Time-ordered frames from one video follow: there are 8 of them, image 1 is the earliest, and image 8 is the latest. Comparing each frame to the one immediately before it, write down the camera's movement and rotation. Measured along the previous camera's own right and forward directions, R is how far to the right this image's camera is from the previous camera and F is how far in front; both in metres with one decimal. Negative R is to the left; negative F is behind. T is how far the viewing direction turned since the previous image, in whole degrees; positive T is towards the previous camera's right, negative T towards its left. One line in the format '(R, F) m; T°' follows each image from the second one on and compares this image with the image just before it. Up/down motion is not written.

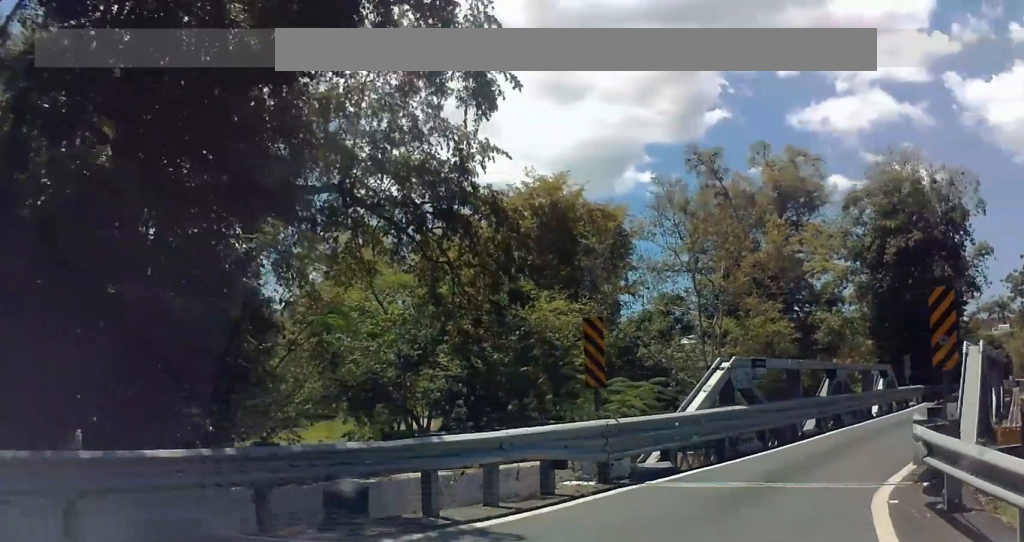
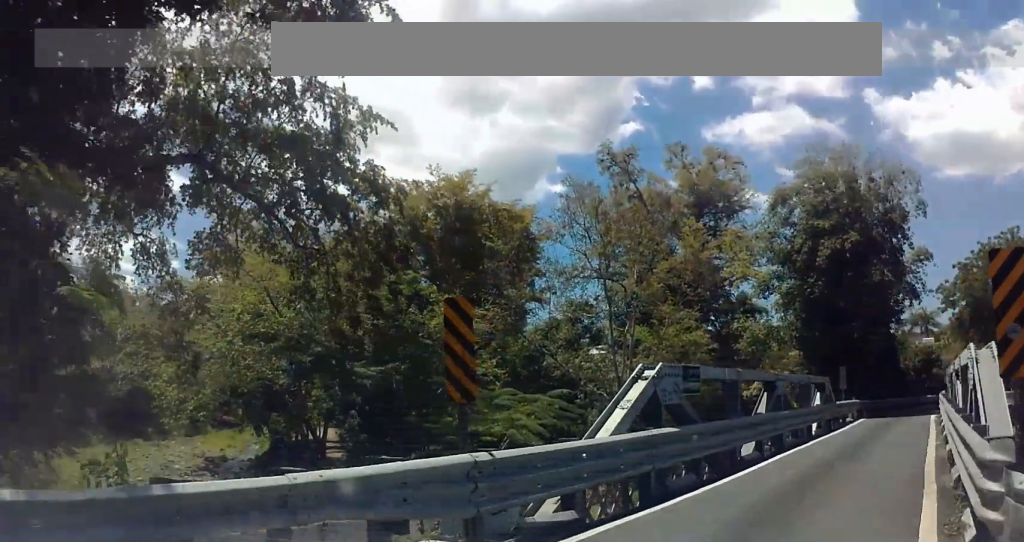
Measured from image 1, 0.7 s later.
(-0.1, +3.5) m; -1°
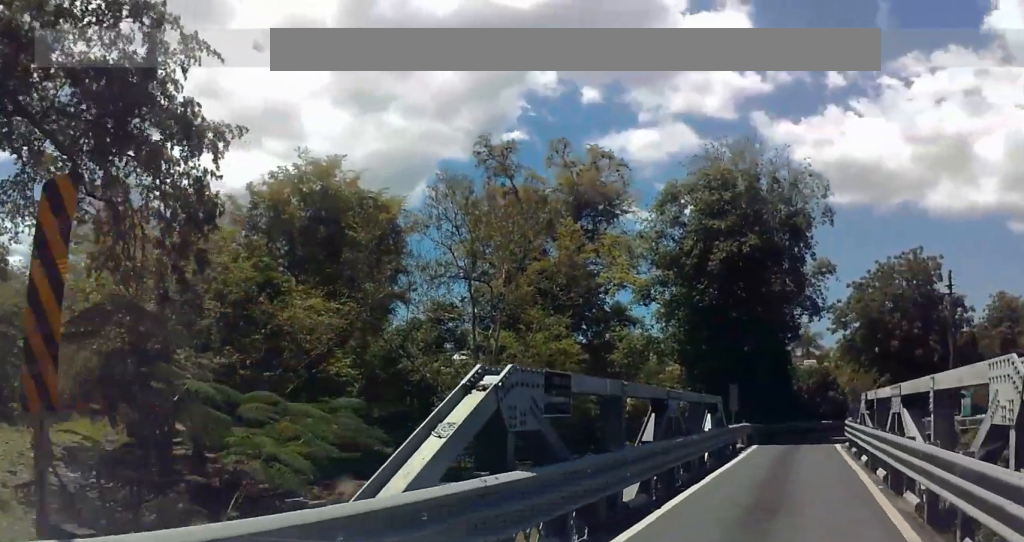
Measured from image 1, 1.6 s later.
(0.0, +4.8) m; 0°
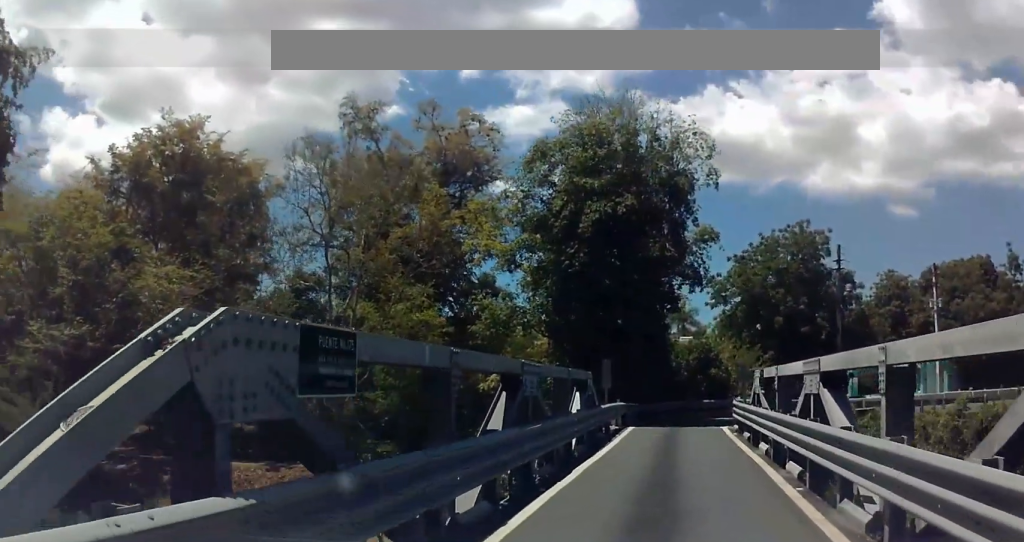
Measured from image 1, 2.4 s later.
(0.0, +3.8) m; +4°
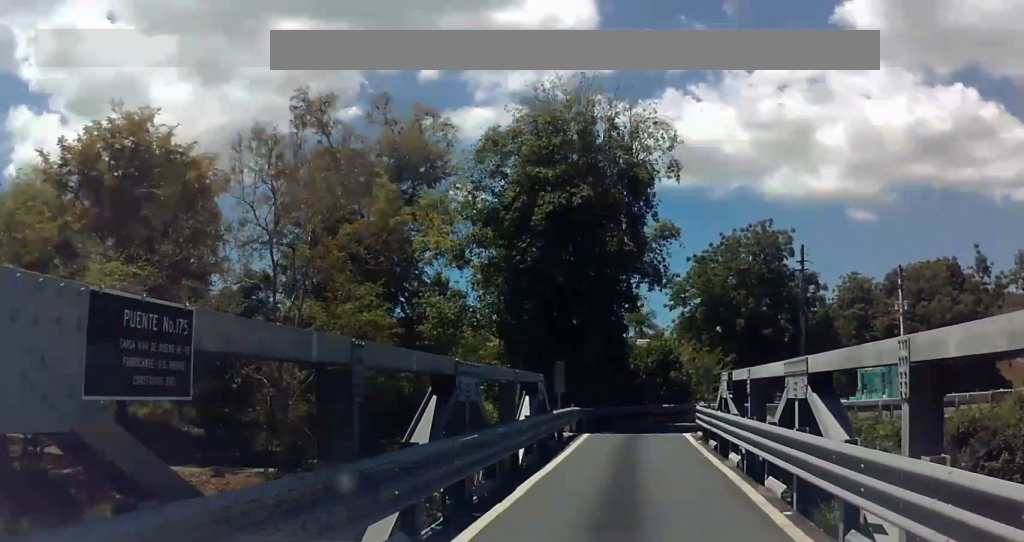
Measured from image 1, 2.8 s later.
(-0.1, +2.2) m; +5°
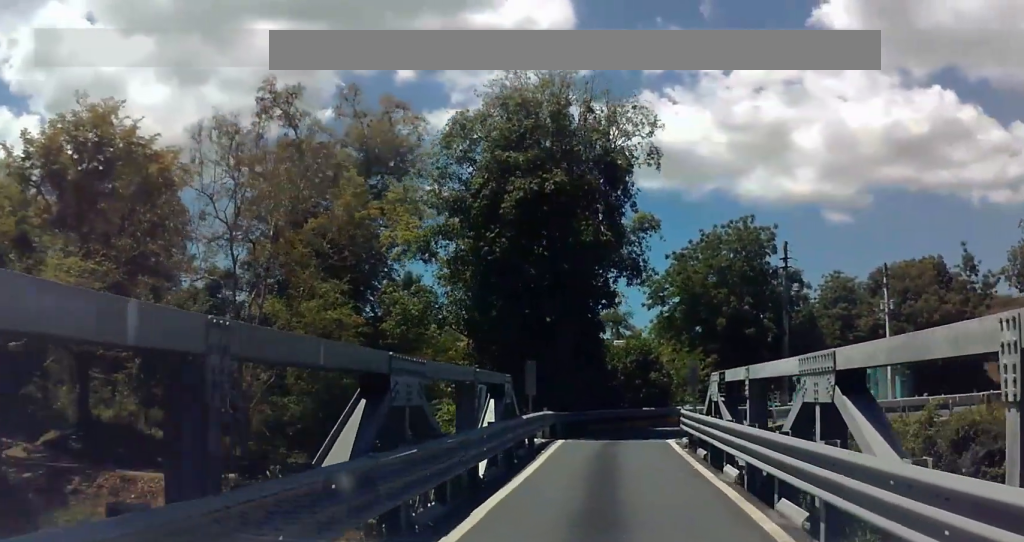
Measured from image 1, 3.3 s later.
(+0.1, +2.5) m; +5°
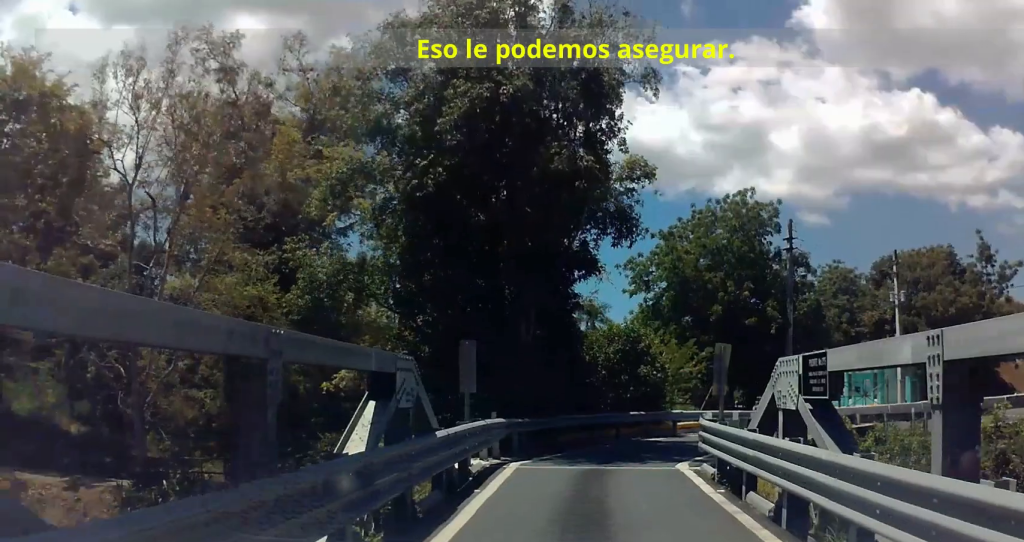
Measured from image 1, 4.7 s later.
(+1.3, +8.8) m; +10°
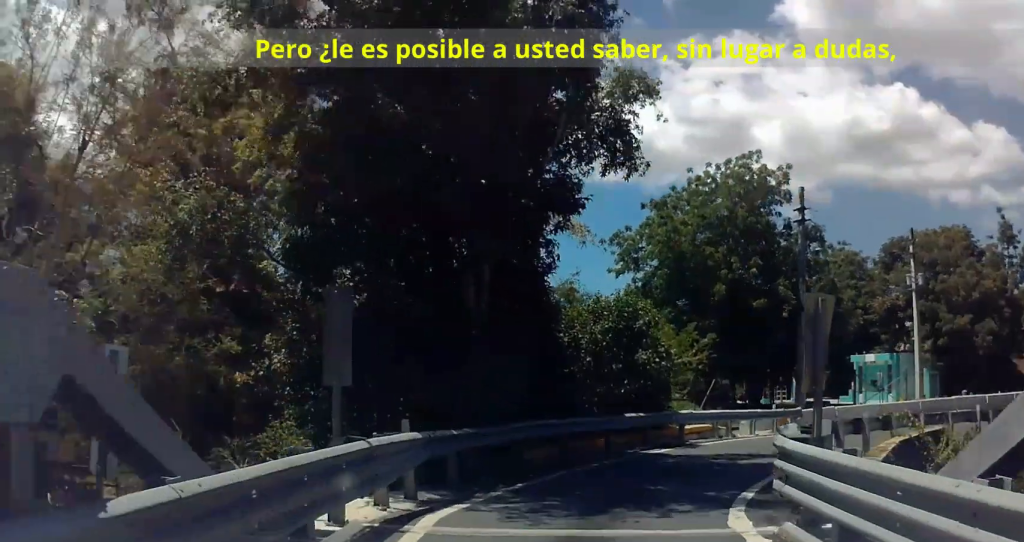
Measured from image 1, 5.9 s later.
(+0.3, +7.7) m; +9°
